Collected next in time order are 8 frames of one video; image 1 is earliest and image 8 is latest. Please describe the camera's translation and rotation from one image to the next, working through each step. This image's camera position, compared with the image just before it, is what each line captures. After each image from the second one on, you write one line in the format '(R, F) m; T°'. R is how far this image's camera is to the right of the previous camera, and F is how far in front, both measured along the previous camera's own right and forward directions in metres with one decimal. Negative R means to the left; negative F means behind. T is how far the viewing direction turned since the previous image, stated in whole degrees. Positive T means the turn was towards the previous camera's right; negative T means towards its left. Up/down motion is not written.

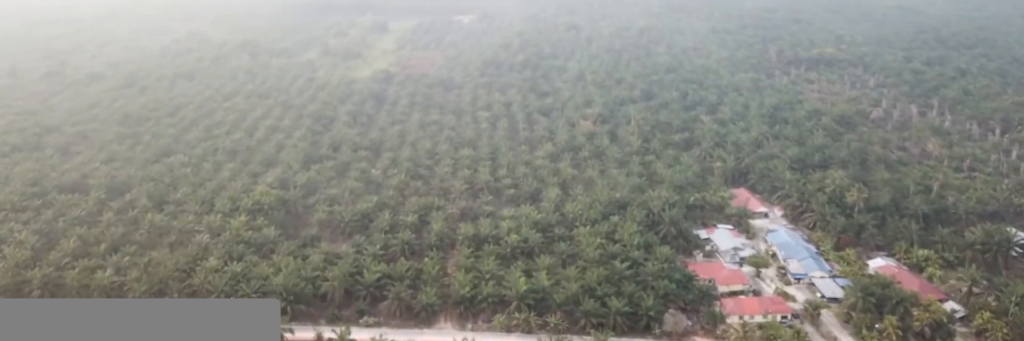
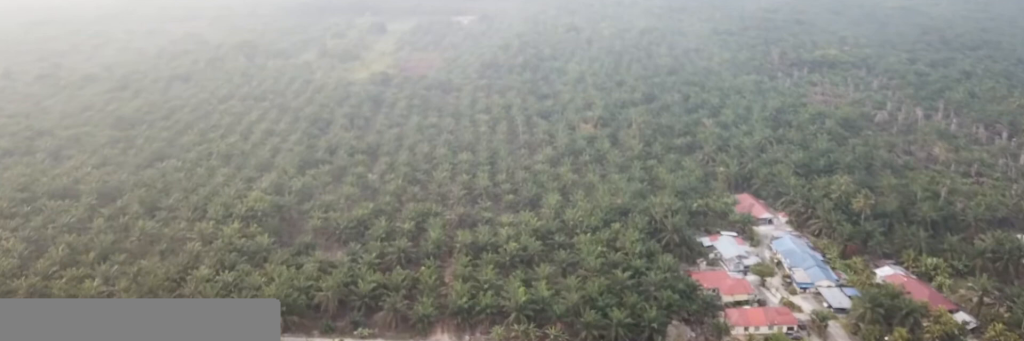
(0.0, +4.1) m; 0°
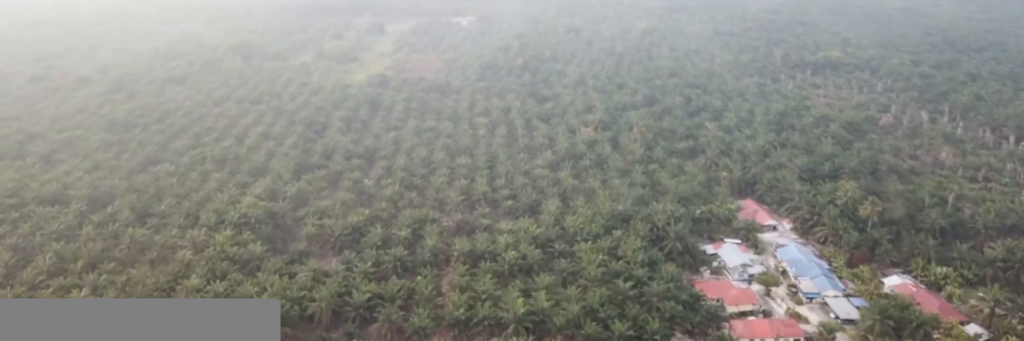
(0.0, +4.1) m; 0°
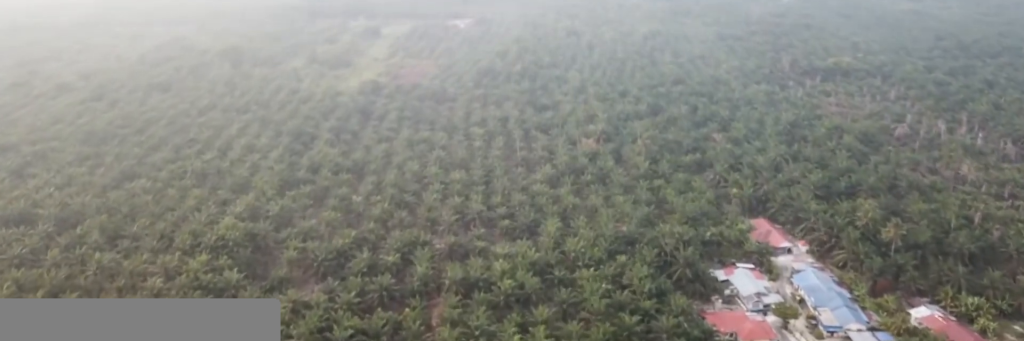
(0.0, +12.5) m; 0°
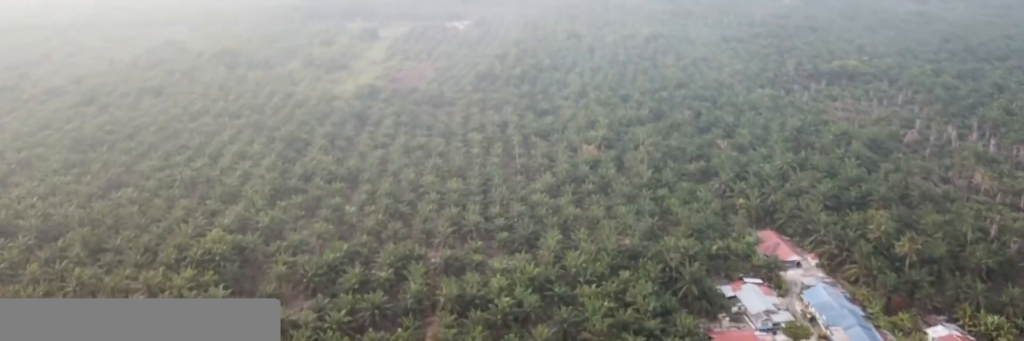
(0.0, +6.8) m; 0°
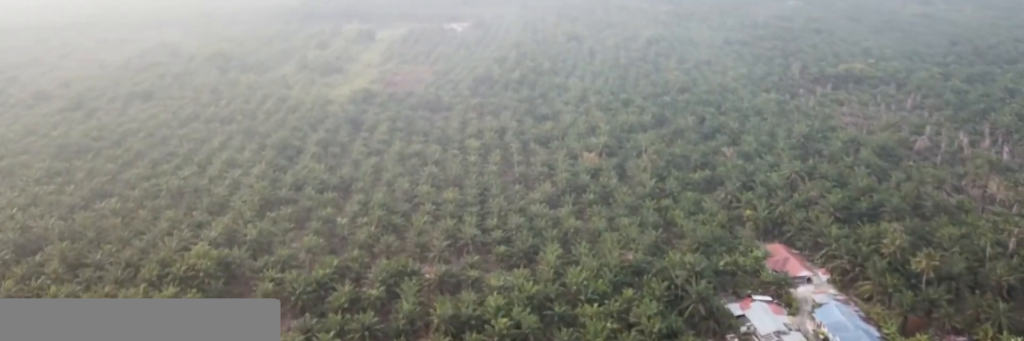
(0.0, +7.5) m; 0°
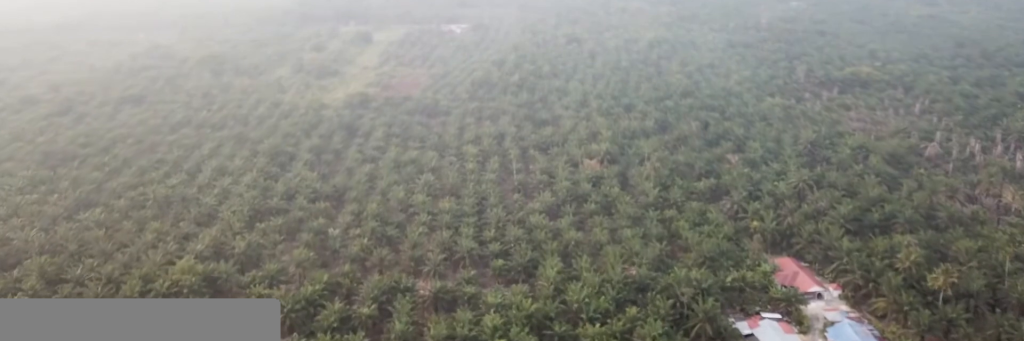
(0.0, +6.8) m; 0°
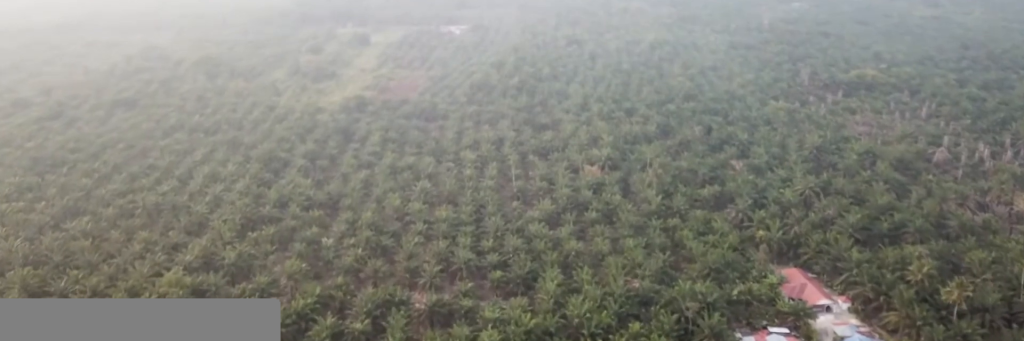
(0.0, +5.0) m; 0°
